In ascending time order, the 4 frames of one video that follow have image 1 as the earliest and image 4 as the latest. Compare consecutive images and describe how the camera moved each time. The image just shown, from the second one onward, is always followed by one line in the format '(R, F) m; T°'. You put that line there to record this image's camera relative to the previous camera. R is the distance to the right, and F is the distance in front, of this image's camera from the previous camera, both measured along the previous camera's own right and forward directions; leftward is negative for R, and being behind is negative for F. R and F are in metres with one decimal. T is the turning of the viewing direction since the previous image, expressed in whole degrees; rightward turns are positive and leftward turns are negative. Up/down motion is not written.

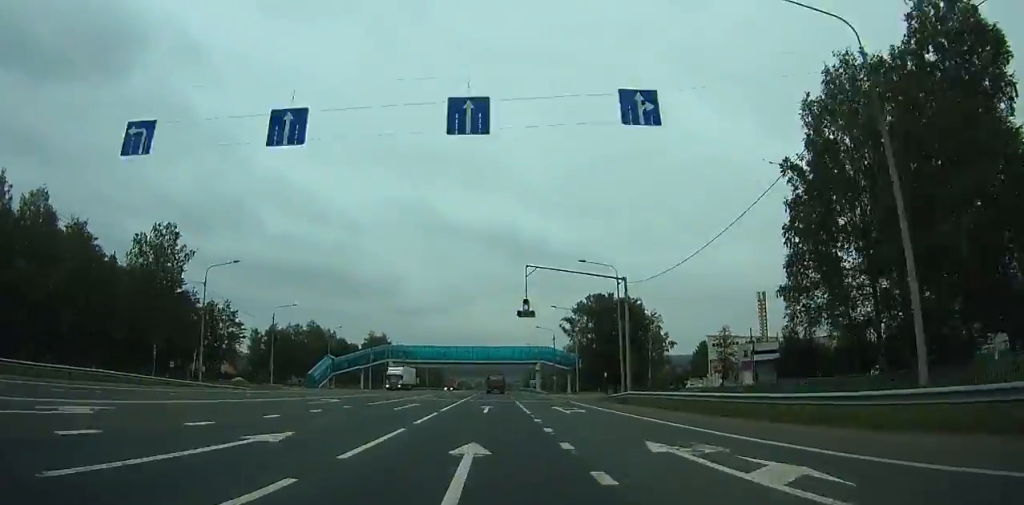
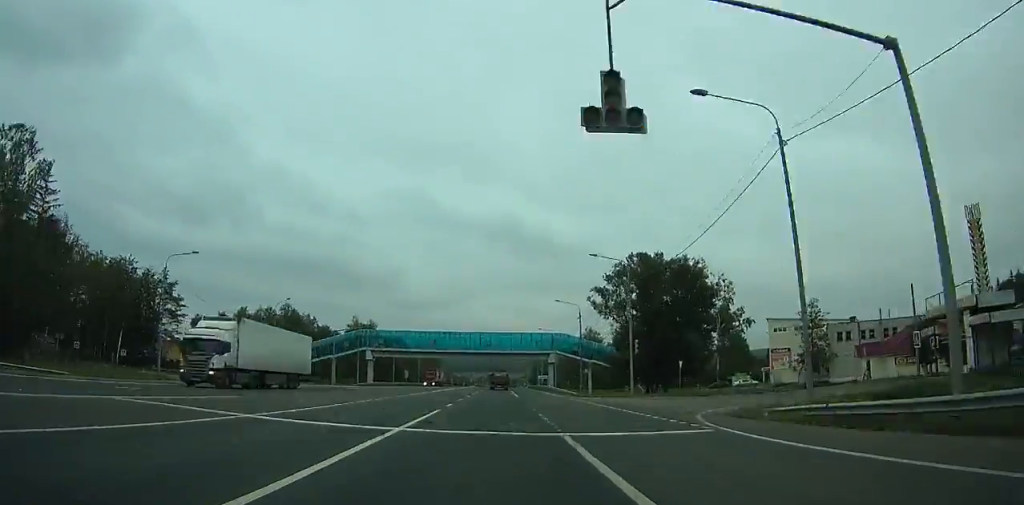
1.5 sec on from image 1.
(-0.1, +29.0) m; 0°
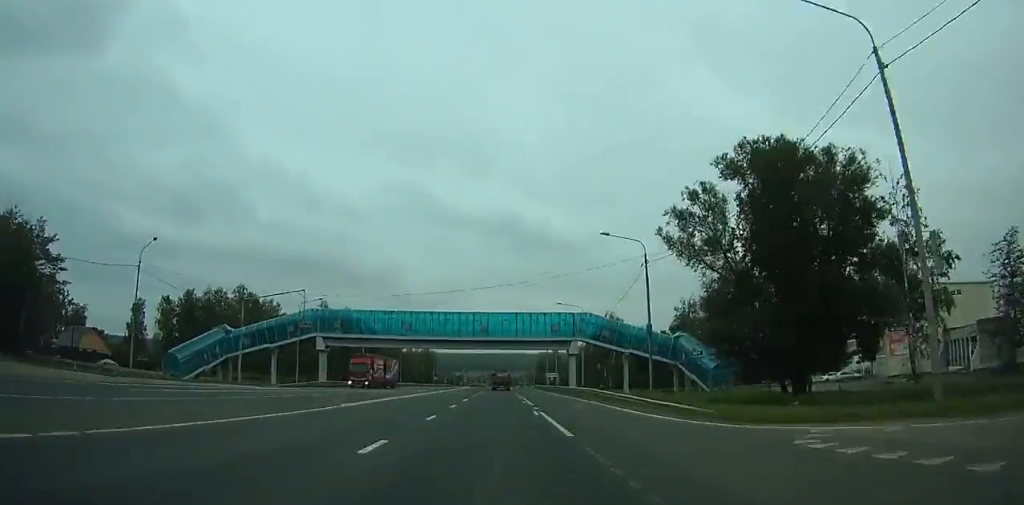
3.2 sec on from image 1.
(0.0, +33.0) m; 0°
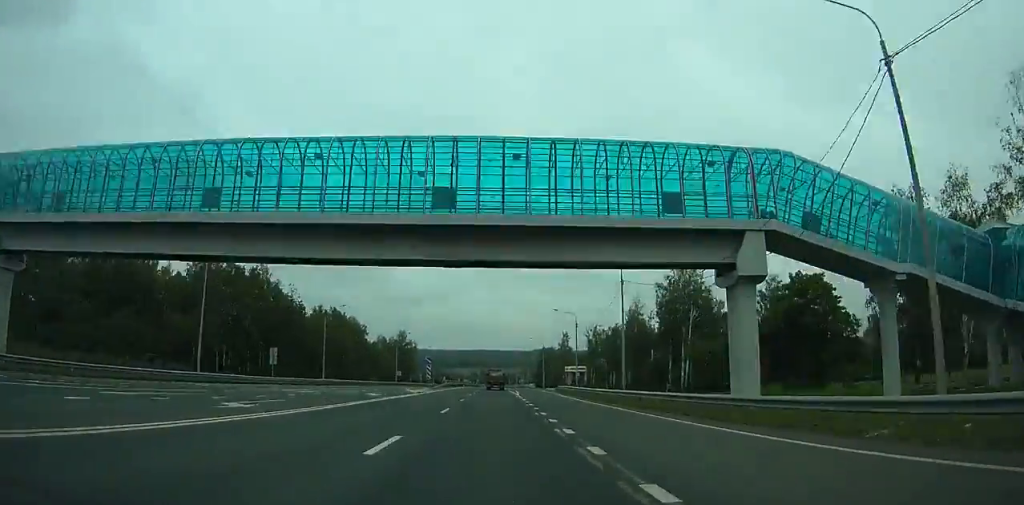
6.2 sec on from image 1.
(-0.4, +59.3) m; 0°
